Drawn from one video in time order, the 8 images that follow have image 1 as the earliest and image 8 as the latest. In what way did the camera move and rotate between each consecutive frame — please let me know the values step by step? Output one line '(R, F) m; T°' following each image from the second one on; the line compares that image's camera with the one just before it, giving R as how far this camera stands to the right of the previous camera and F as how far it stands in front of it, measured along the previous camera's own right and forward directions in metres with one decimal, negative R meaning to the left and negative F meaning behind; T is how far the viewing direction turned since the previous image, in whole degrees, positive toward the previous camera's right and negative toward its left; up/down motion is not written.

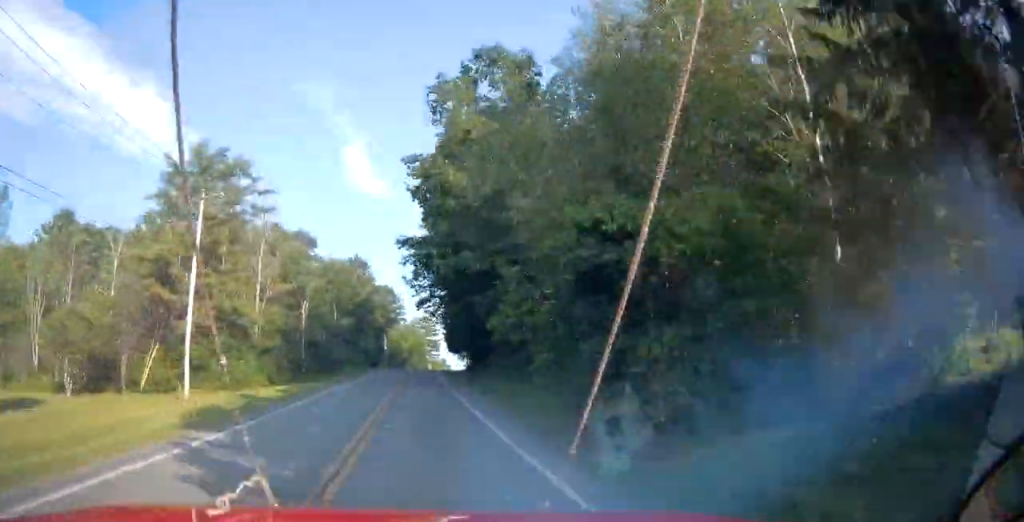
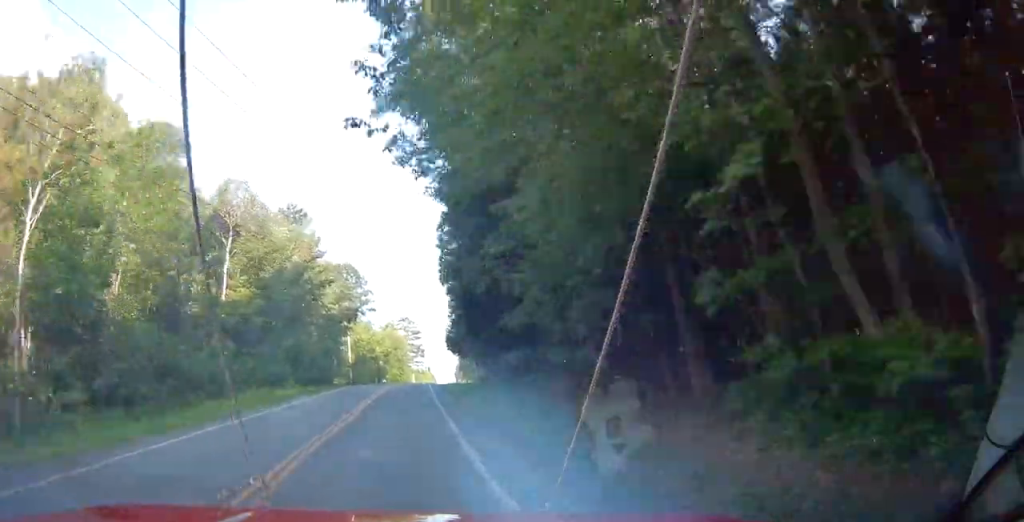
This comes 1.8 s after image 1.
(+0.6, +43.2) m; +1°
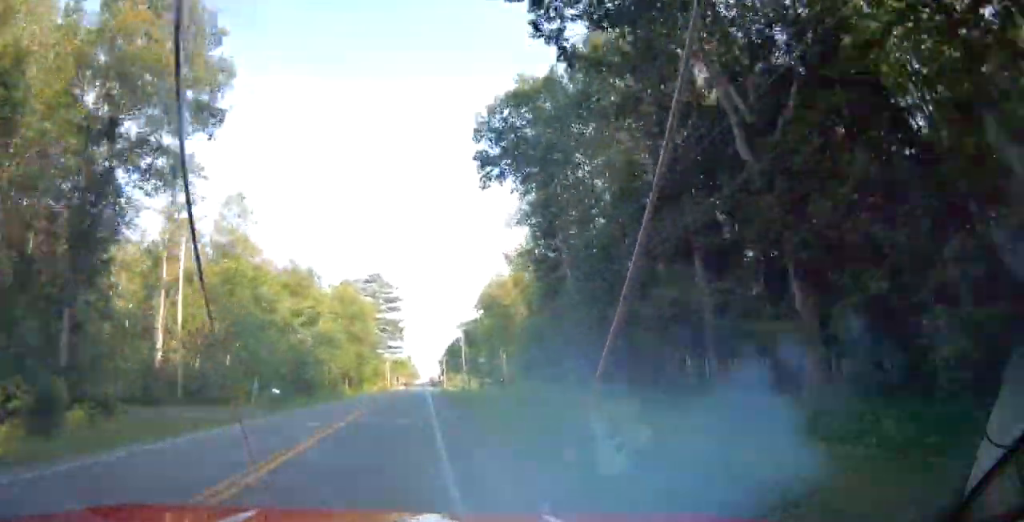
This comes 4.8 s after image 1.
(+1.8, +72.3) m; +2°
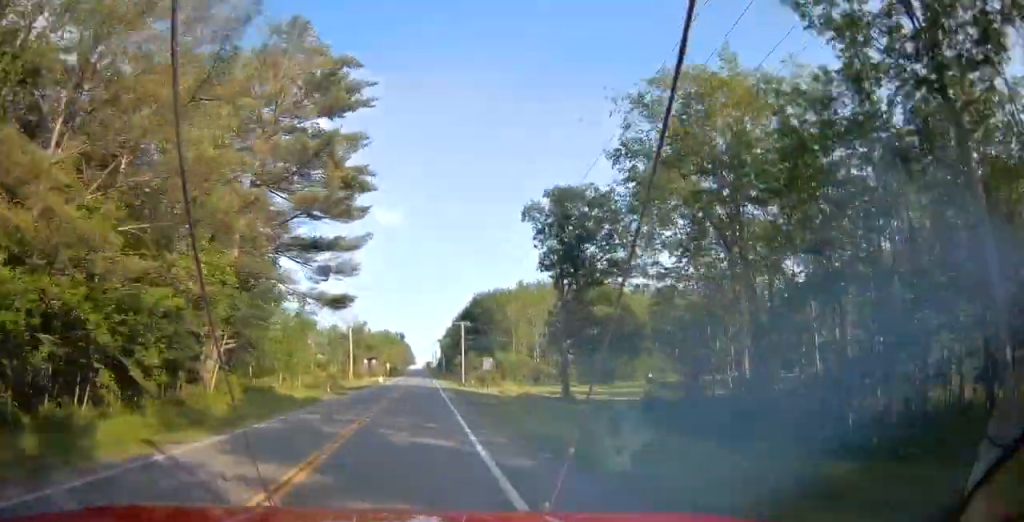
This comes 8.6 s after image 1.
(+1.0, +91.8) m; +1°
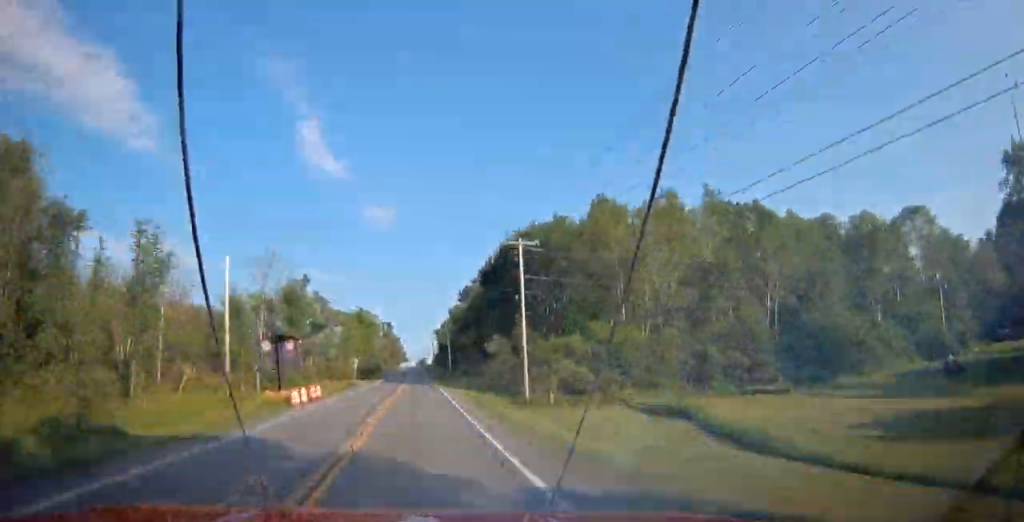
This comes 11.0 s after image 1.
(+0.4, +58.1) m; 0°
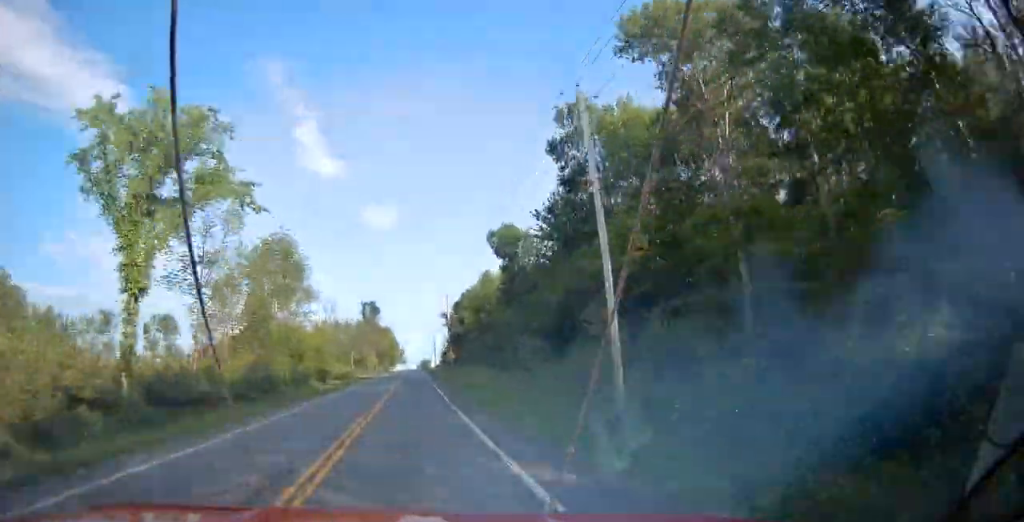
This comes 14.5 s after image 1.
(+0.1, +84.9) m; 0°
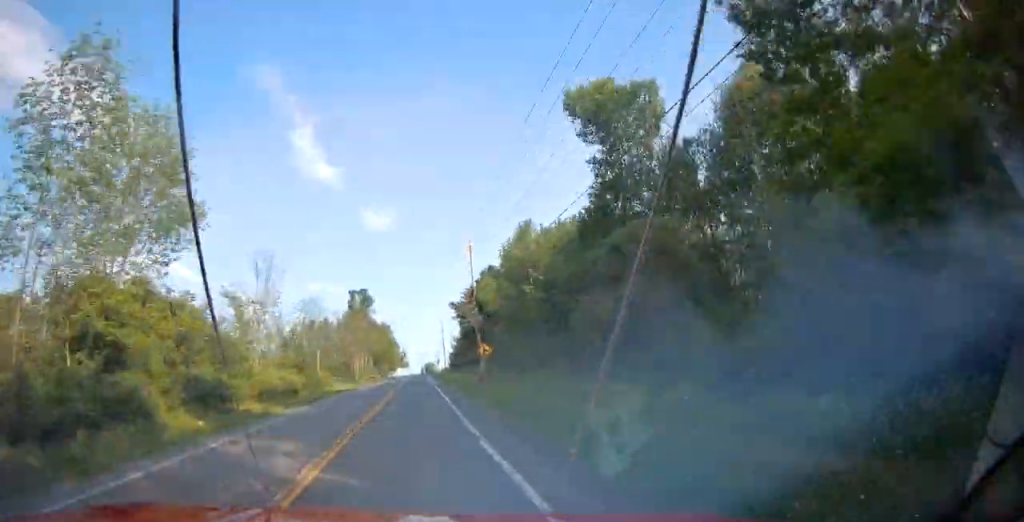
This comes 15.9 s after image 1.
(+0.1, +34.0) m; 0°
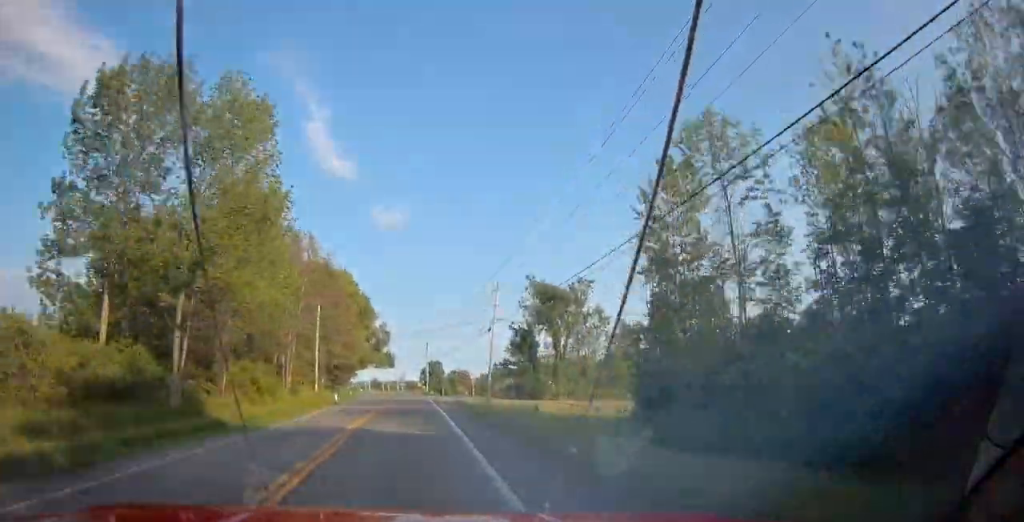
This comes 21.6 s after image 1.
(+0.5, +139.6) m; -1°
